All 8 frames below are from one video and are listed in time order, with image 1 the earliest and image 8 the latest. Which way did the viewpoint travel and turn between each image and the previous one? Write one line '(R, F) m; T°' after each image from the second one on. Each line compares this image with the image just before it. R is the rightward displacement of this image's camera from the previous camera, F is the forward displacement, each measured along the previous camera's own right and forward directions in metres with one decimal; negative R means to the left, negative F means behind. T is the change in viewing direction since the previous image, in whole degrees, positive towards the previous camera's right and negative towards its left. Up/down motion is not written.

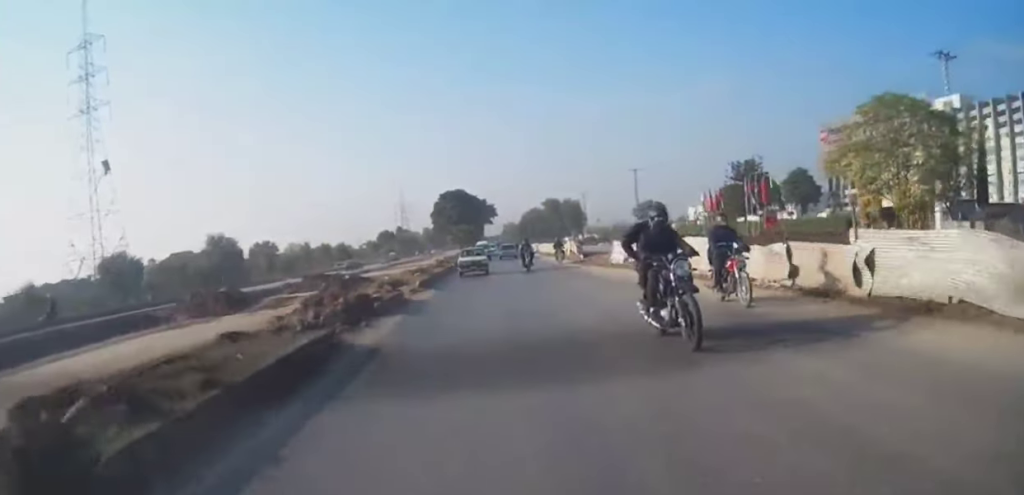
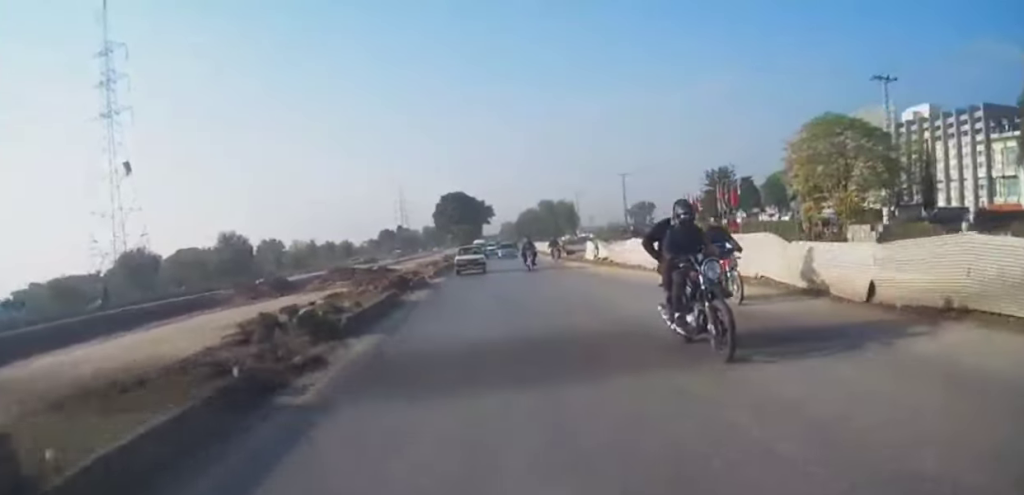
(0.0, +7.3) m; 0°
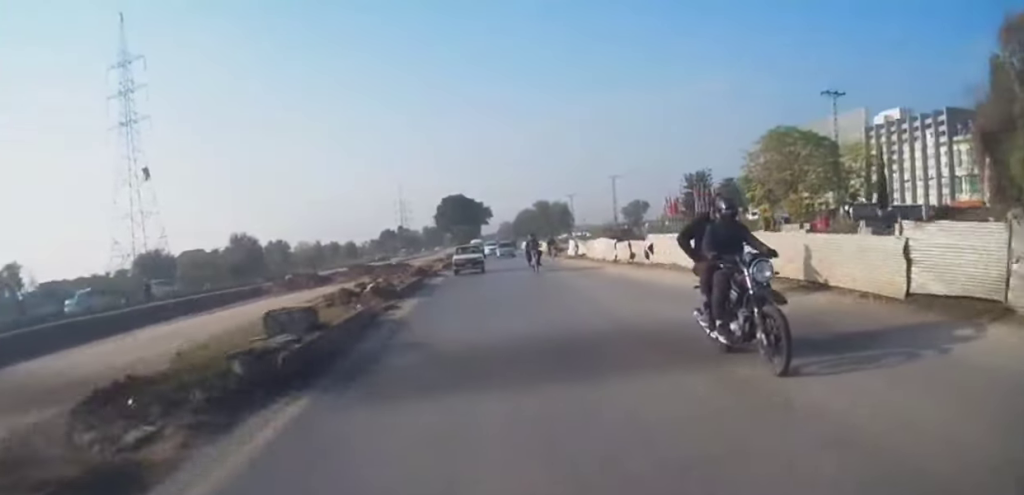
(0.0, +7.3) m; 0°
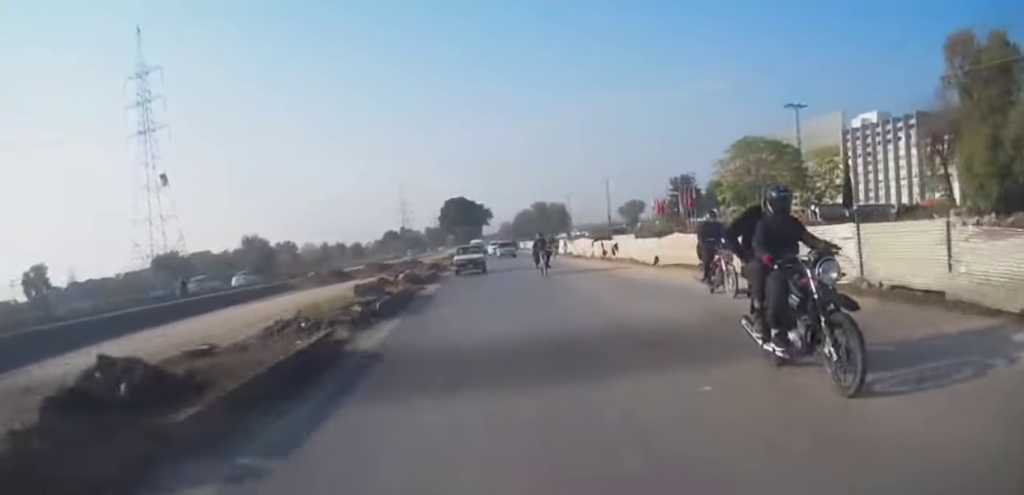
(0.0, +6.8) m; 0°
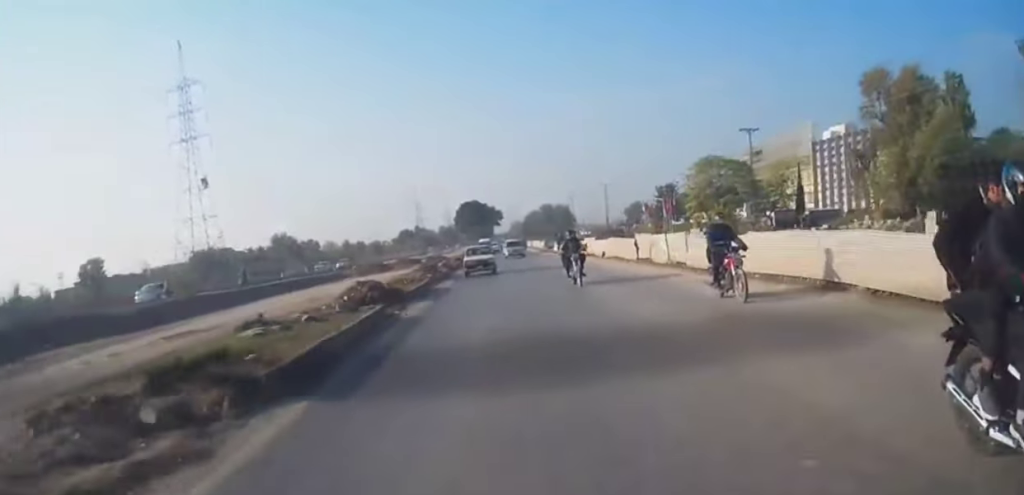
(0.0, +13.9) m; 0°
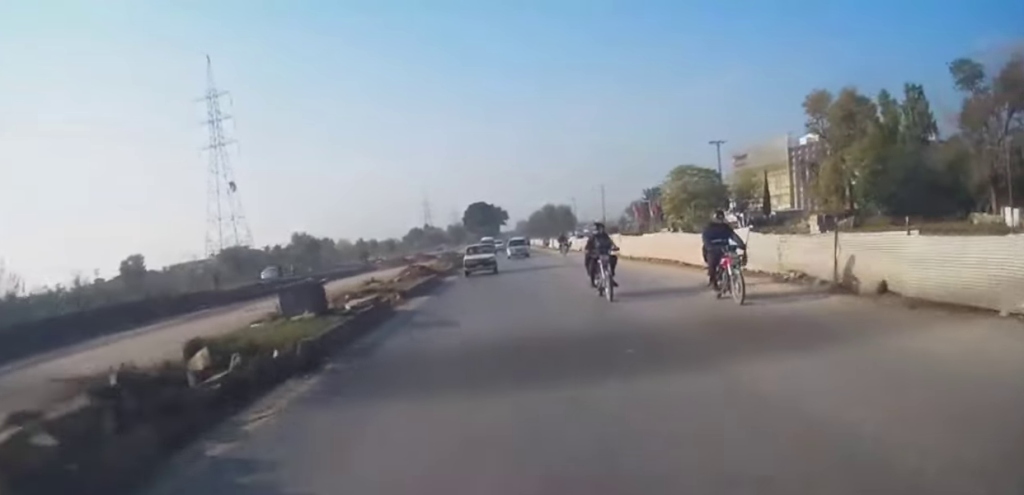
(0.0, +12.0) m; -1°
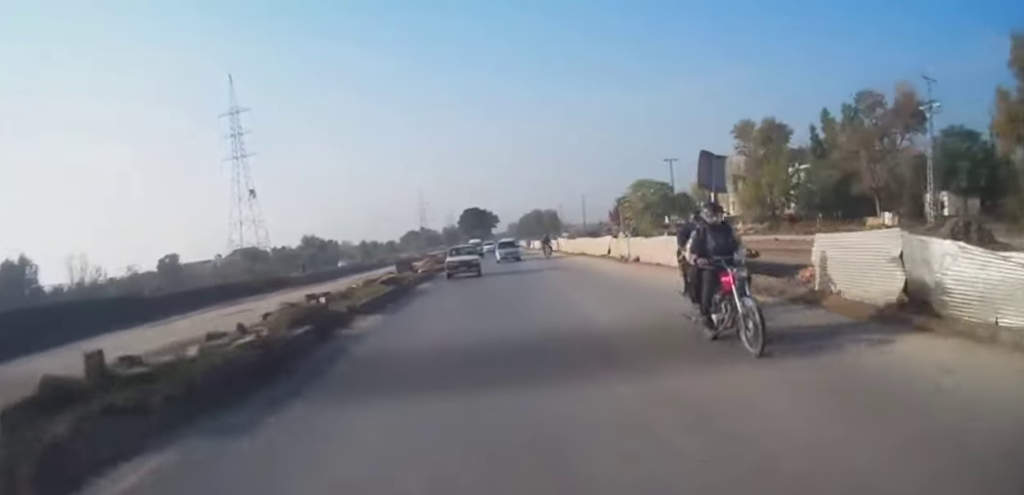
(-0.4, +17.5) m; +1°
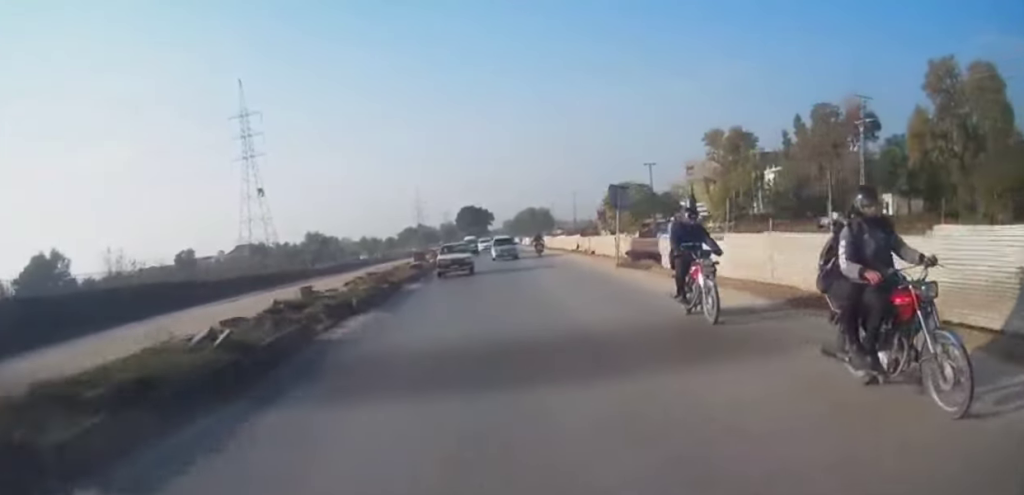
(+0.5, +9.6) m; 0°
